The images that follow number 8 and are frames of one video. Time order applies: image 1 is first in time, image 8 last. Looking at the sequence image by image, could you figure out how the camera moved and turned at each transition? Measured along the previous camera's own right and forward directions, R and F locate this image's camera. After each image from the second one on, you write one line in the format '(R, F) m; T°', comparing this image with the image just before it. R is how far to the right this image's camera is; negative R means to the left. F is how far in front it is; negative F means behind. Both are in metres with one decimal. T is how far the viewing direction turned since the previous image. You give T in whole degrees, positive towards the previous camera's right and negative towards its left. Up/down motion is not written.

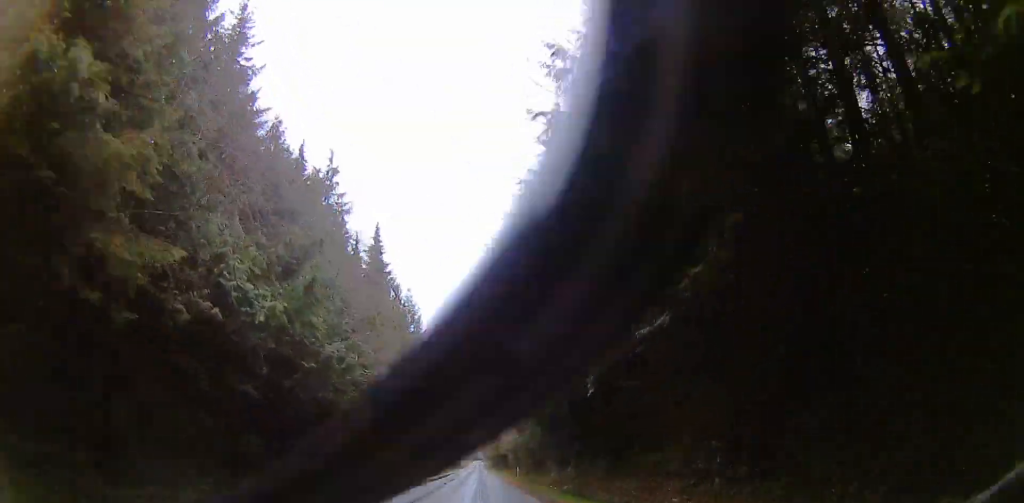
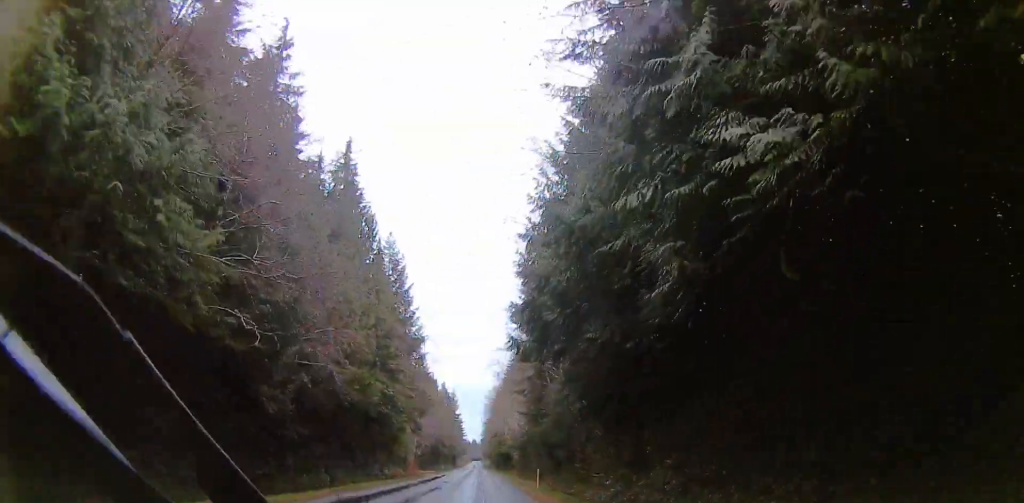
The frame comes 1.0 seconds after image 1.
(-0.2, +19.2) m; 0°
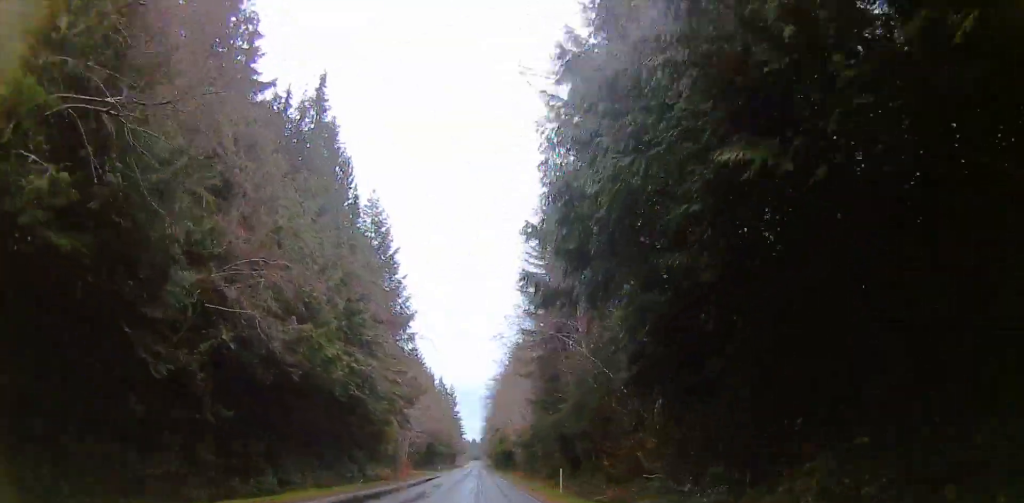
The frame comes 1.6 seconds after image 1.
(+0.1, +10.1) m; 0°
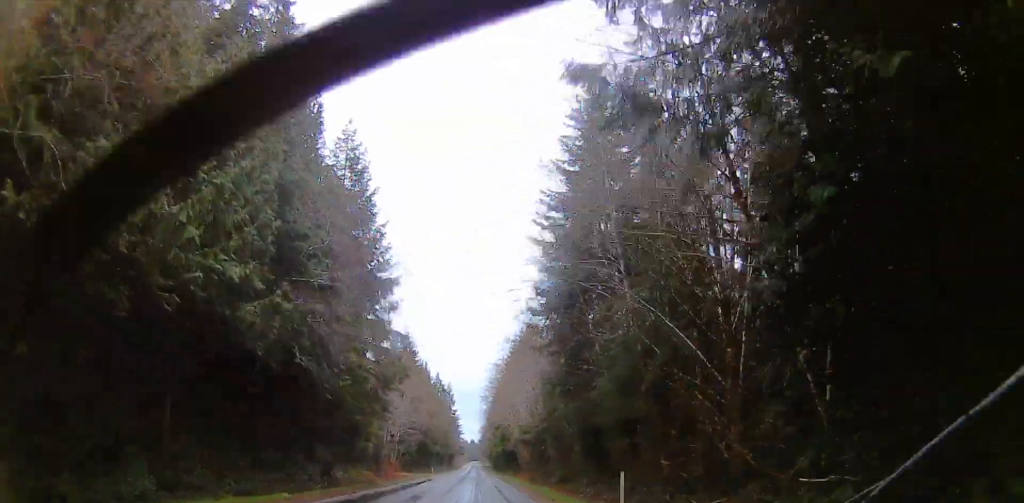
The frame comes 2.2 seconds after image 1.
(+0.1, +11.6) m; +1°
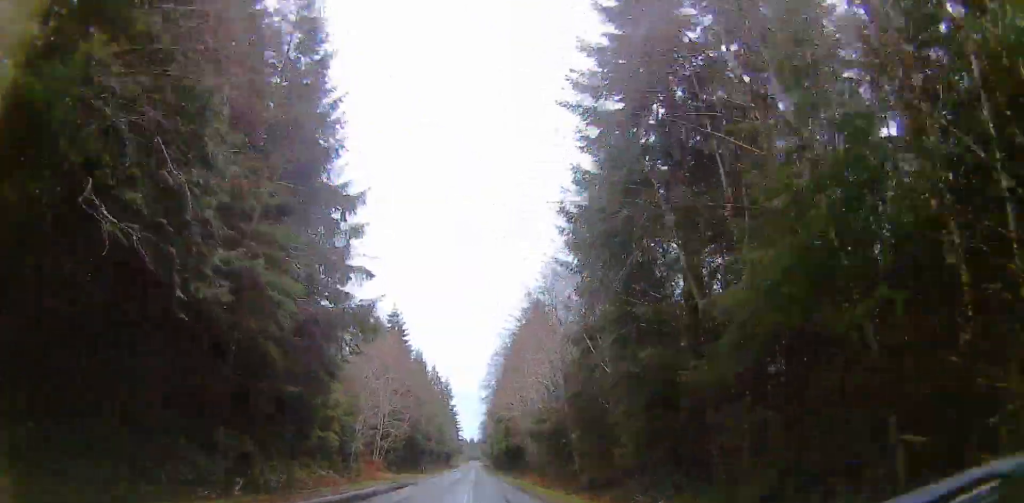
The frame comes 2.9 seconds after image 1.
(0.0, +15.5) m; +1°
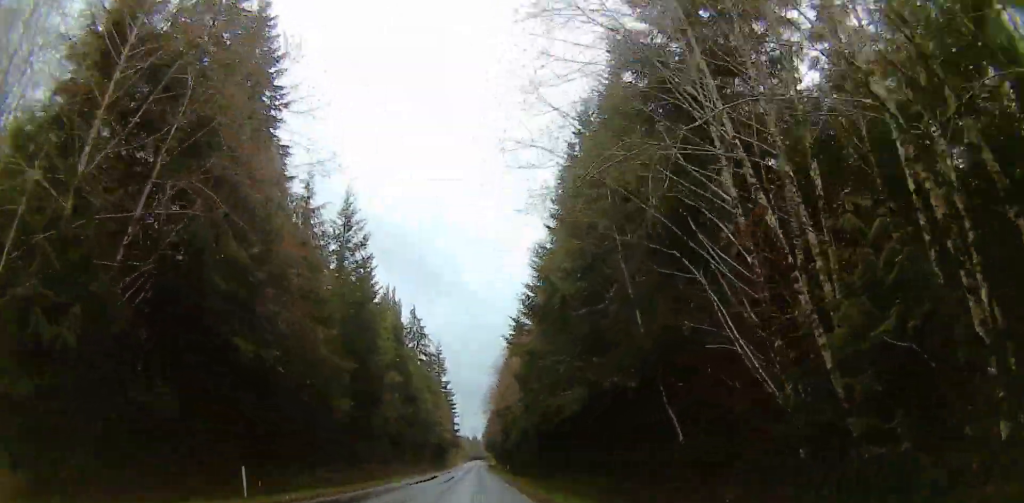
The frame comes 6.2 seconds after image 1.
(+3.6, +70.4) m; +1°
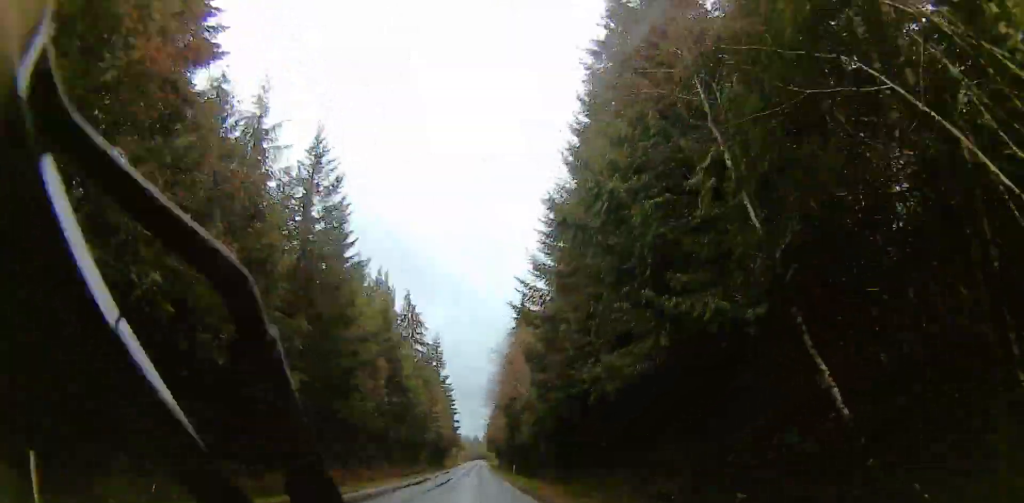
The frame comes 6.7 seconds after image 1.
(-0.5, +12.1) m; -1°
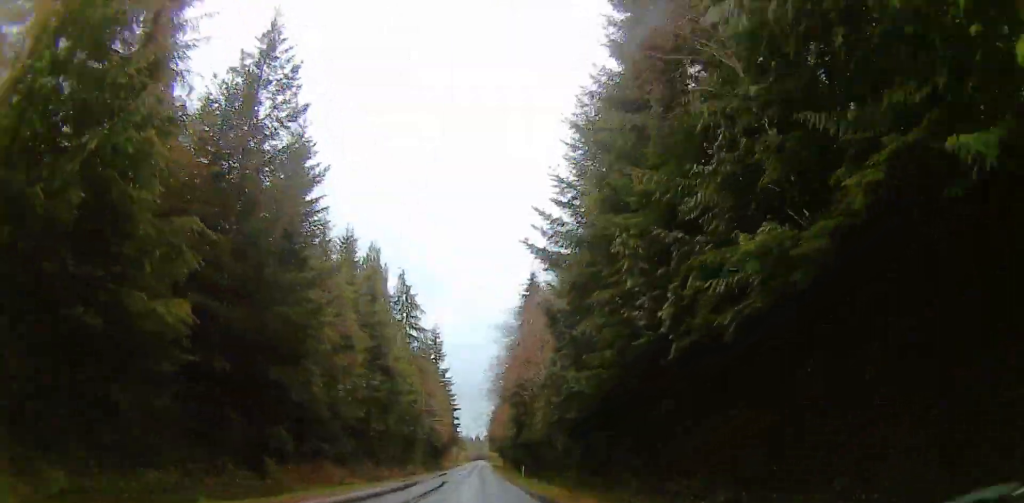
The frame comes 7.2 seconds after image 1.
(-0.6, +13.8) m; 0°
